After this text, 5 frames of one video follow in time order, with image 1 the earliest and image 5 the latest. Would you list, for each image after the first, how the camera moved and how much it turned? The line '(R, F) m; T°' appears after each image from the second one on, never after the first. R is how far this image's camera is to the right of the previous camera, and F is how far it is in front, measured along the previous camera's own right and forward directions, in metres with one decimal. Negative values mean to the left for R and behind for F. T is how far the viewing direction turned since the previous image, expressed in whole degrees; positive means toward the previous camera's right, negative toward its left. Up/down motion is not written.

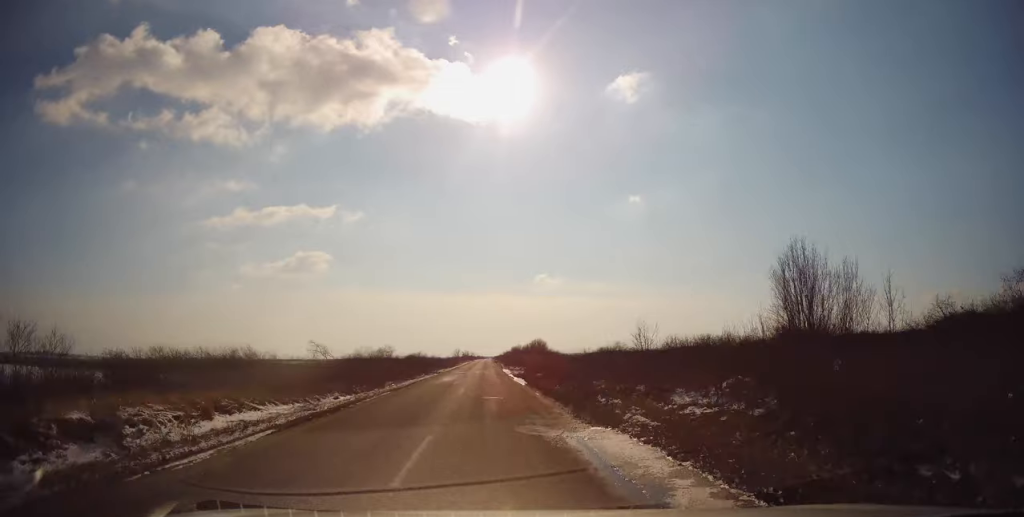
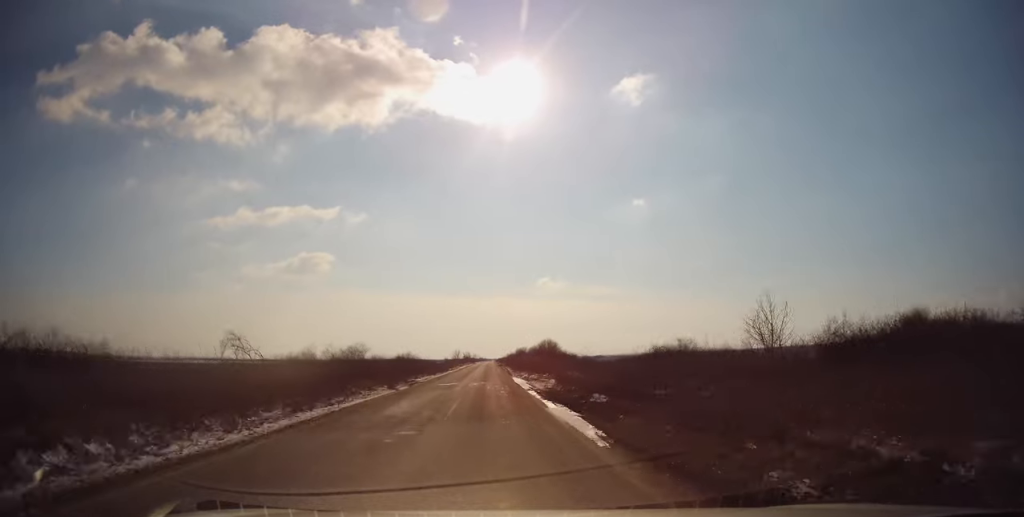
(-0.1, +17.2) m; 0°
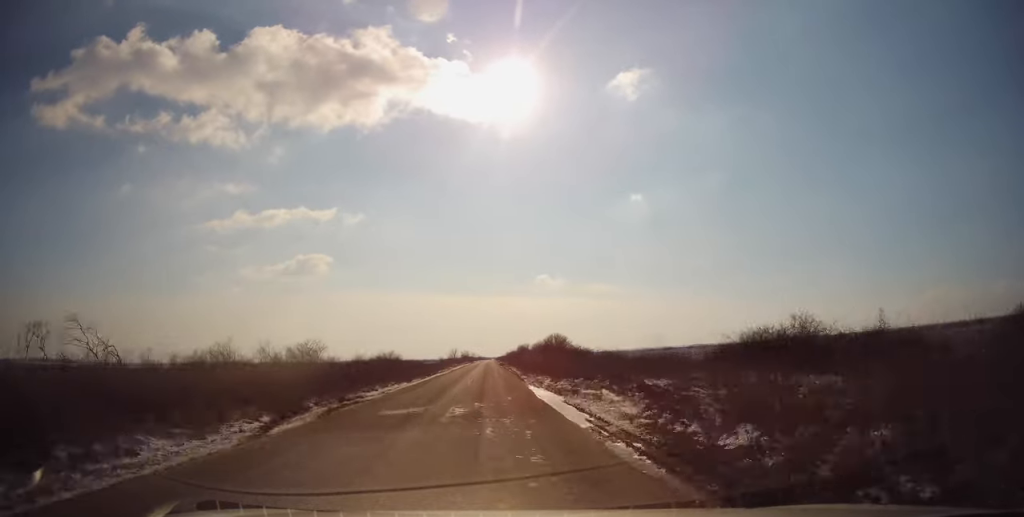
(+0.1, +14.9) m; 0°
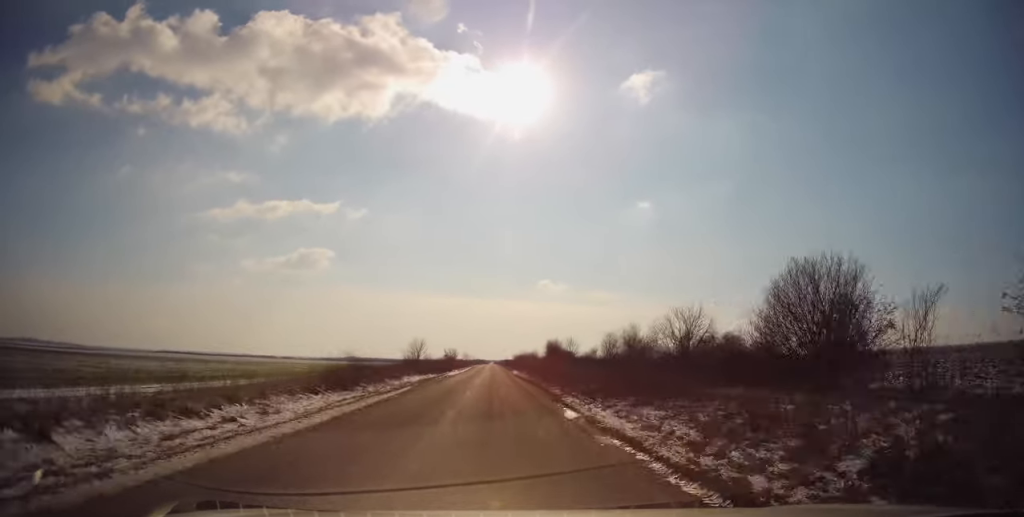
(-0.1, +87.7) m; 0°
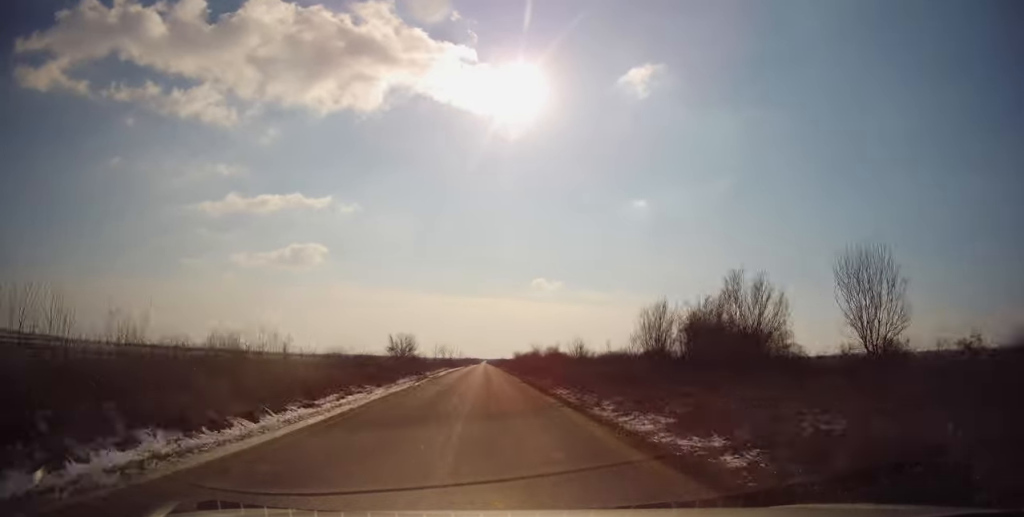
(+0.7, +69.8) m; 0°
